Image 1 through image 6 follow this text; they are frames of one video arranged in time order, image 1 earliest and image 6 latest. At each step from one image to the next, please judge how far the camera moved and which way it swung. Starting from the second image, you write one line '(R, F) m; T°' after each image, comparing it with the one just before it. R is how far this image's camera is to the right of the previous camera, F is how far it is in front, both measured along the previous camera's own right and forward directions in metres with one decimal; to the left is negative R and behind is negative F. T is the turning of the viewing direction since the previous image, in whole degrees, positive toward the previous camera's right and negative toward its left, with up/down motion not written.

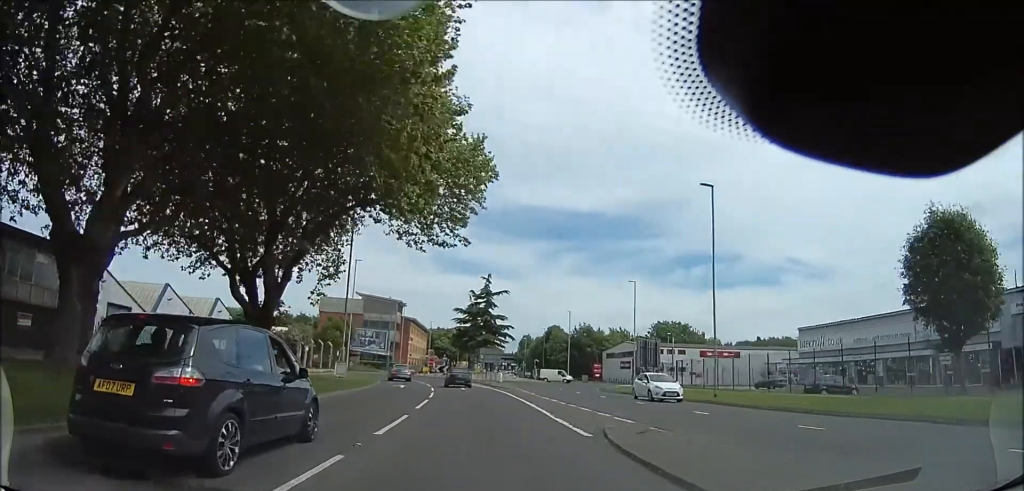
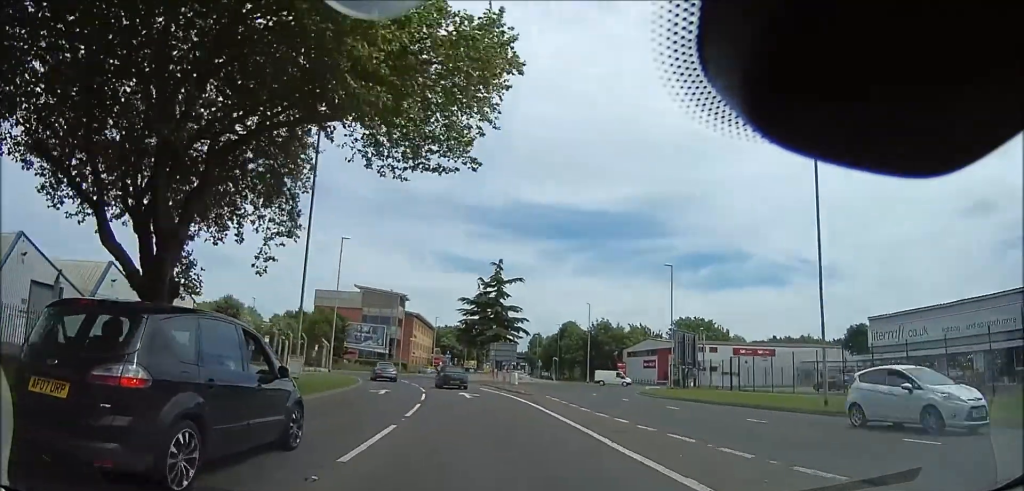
(+0.3, +10.2) m; -2°
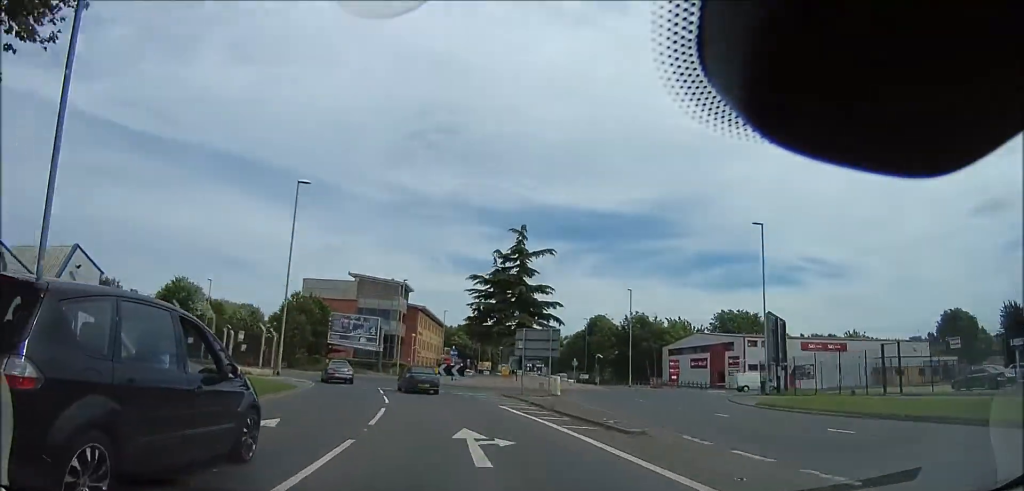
(-1.0, +16.8) m; 0°
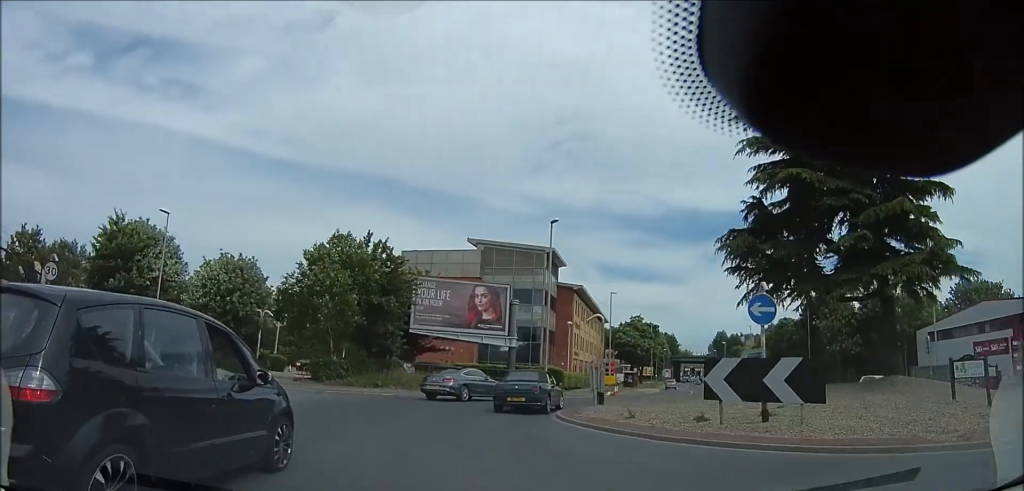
(-3.2, +30.7) m; -17°
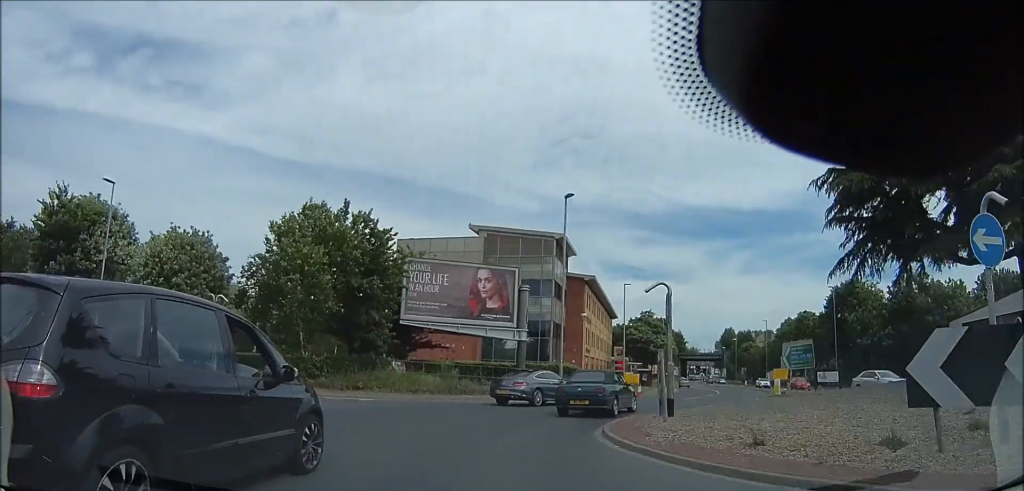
(-0.1, +5.8) m; 0°
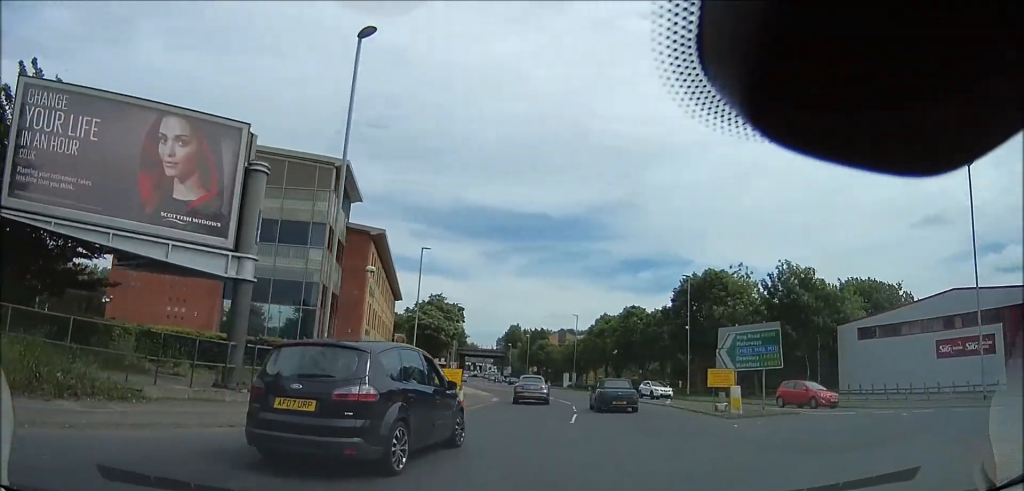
(+2.6, +18.5) m; +24°
